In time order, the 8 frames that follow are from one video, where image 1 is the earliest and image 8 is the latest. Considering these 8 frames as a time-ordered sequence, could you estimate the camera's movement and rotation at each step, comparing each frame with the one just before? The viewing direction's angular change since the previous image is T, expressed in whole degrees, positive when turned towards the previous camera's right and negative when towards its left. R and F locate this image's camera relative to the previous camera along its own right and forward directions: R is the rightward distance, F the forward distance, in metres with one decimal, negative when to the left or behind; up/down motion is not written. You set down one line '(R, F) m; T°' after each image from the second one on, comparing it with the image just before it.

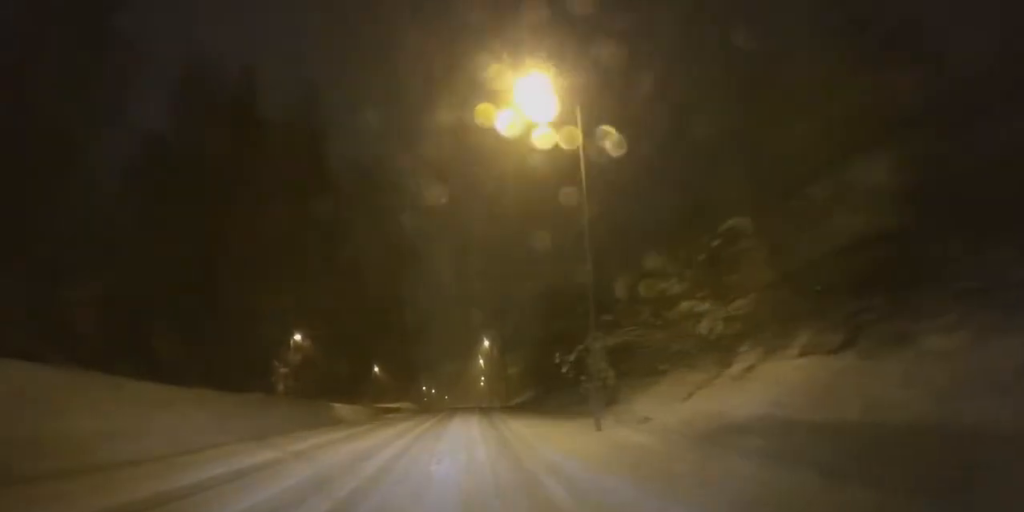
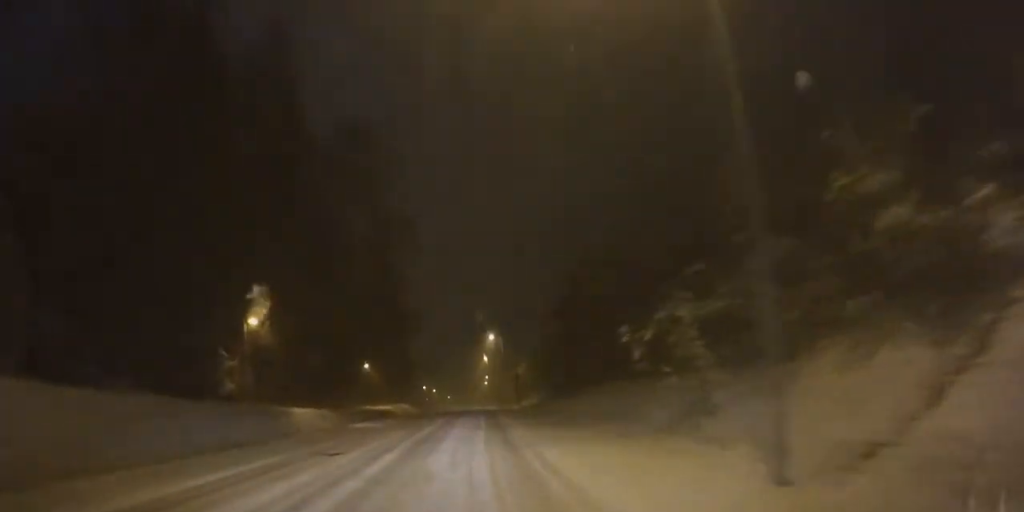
(-0.1, +10.5) m; -1°
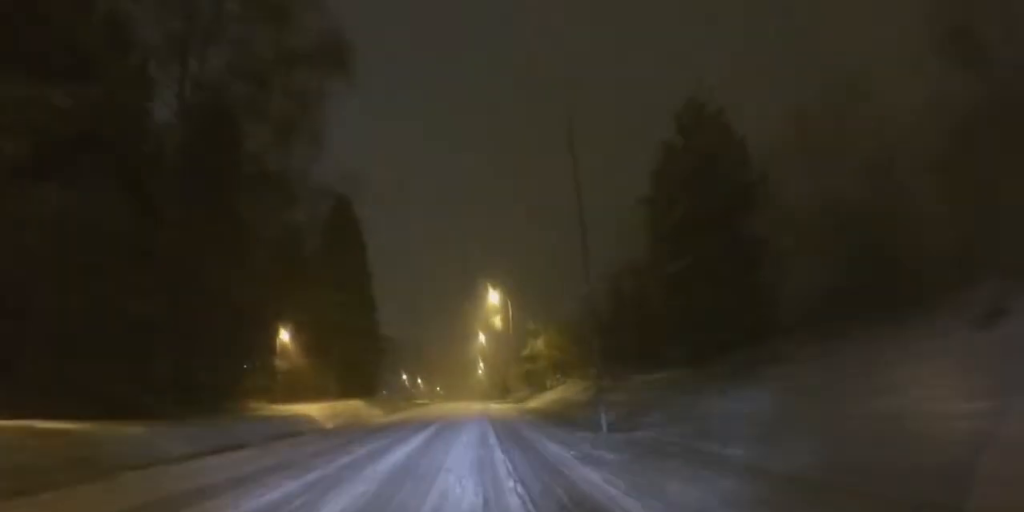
(-0.1, +31.8) m; 0°
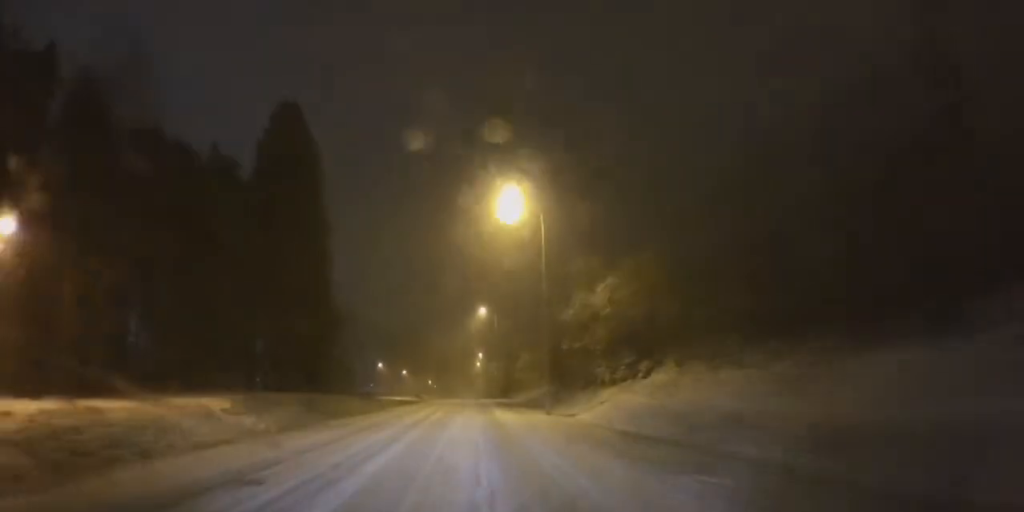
(+0.5, +28.8) m; +2°
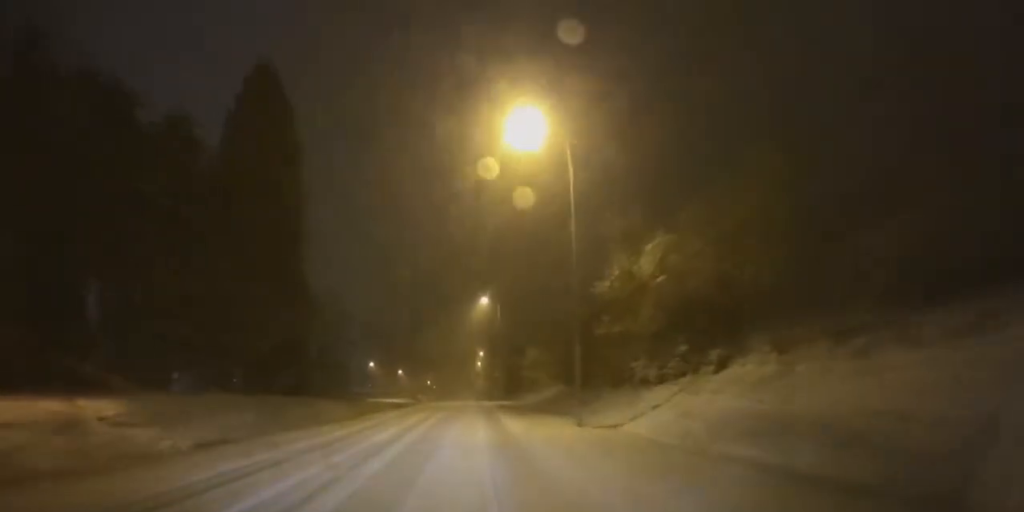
(-0.1, +8.6) m; -1°
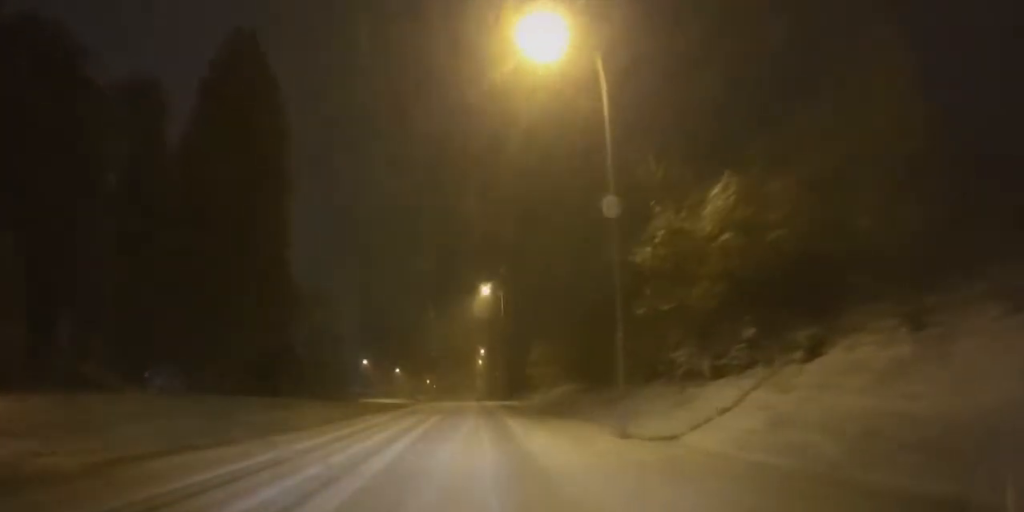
(-0.1, +5.9) m; -1°
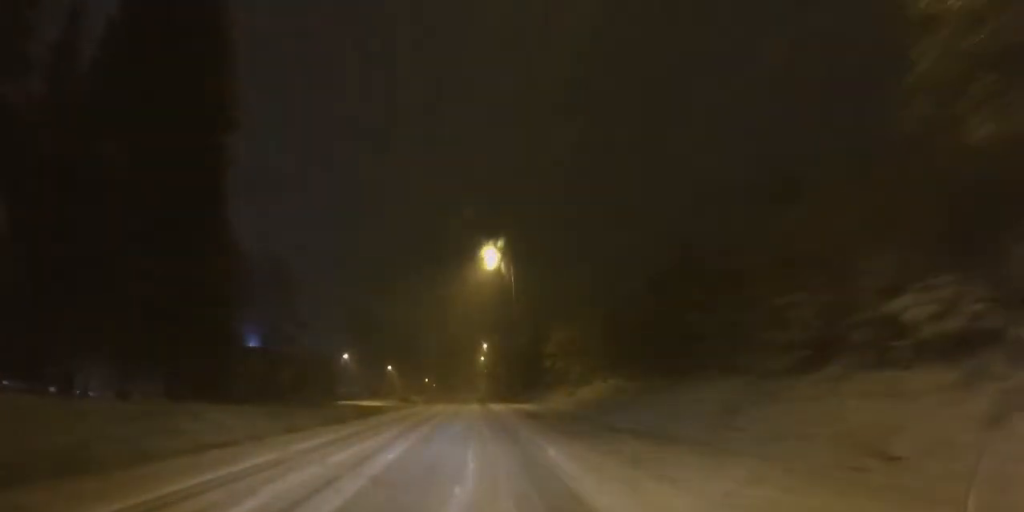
(-0.1, +13.5) m; +1°
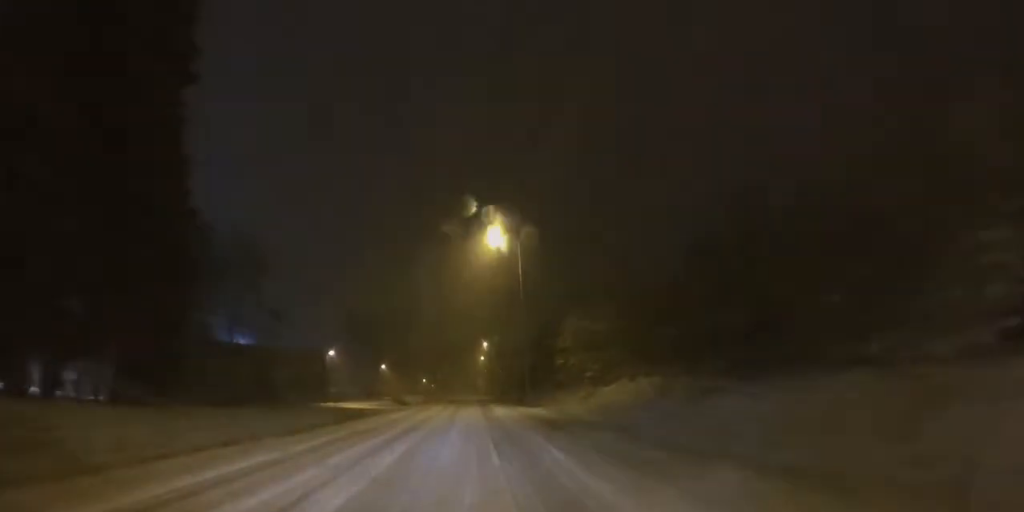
(+0.1, +6.7) m; 0°
